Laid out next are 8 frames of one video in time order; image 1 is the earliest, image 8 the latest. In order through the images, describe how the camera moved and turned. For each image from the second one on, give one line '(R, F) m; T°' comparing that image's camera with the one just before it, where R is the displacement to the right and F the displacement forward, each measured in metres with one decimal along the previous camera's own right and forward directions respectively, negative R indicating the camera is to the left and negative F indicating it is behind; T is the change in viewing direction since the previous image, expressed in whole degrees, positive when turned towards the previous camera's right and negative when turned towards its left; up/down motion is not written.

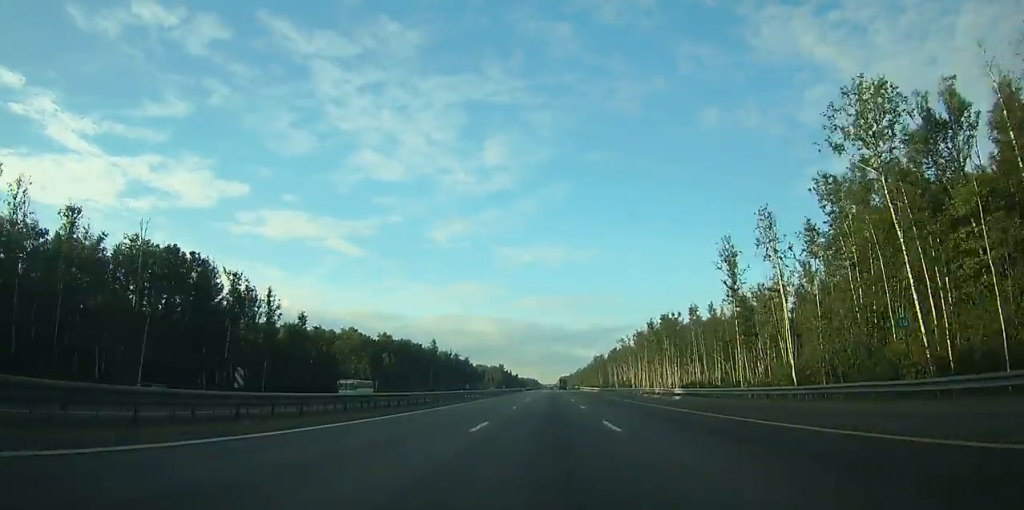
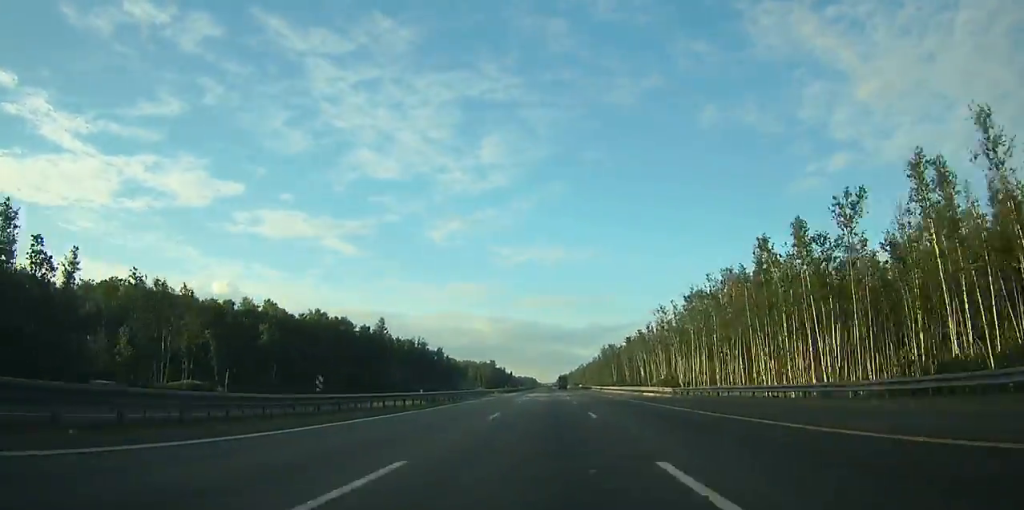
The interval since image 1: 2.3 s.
(0.0, +73.2) m; 0°
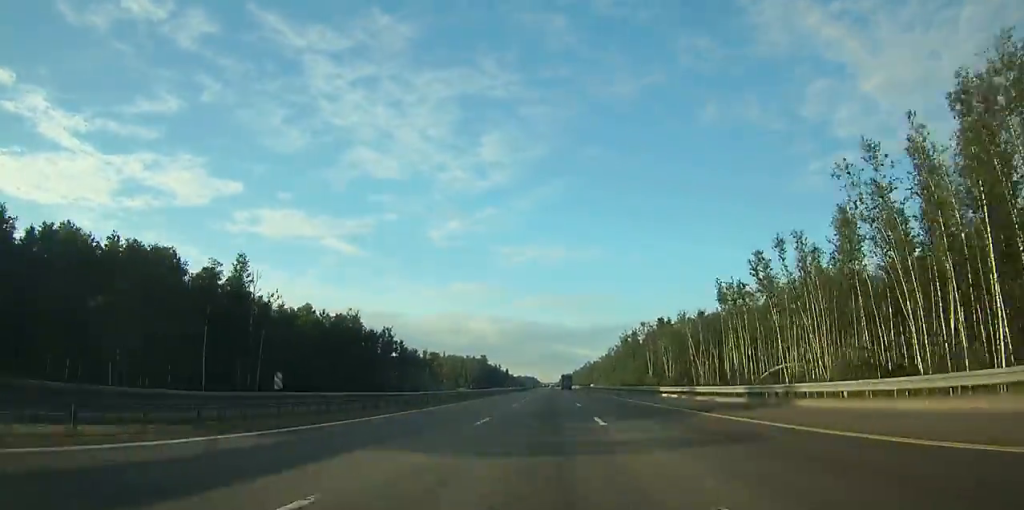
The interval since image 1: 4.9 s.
(-0.2, +82.9) m; 0°
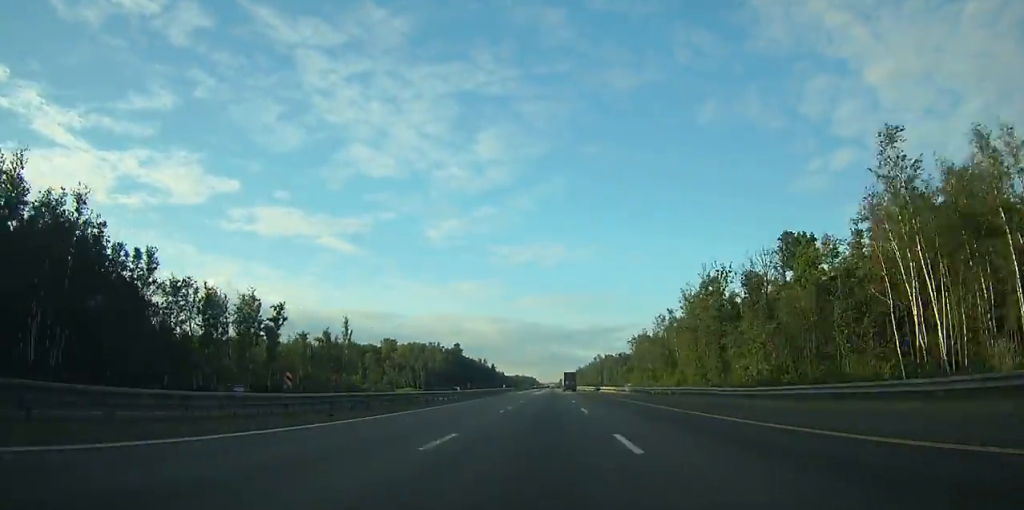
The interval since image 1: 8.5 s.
(+0.2, +113.4) m; 0°
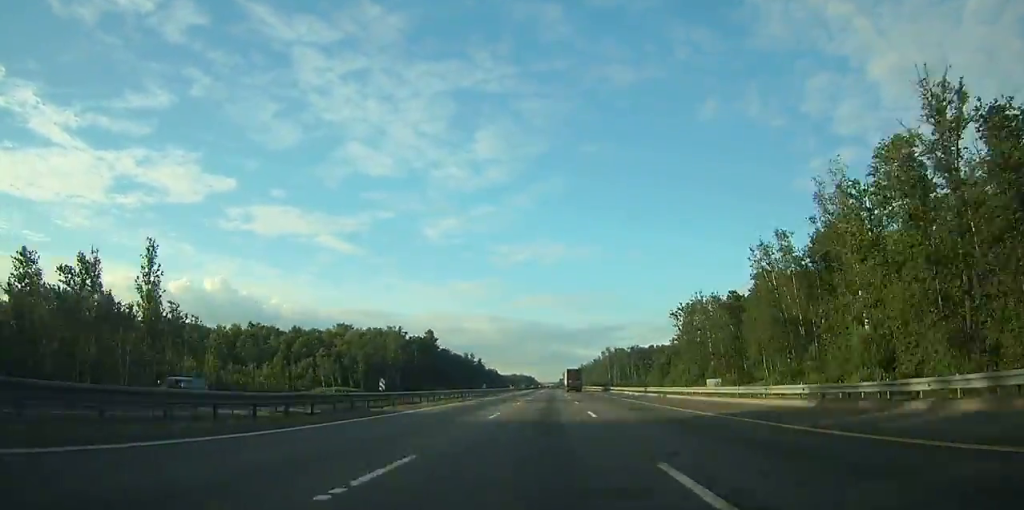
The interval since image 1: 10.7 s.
(0.0, +66.9) m; 0°
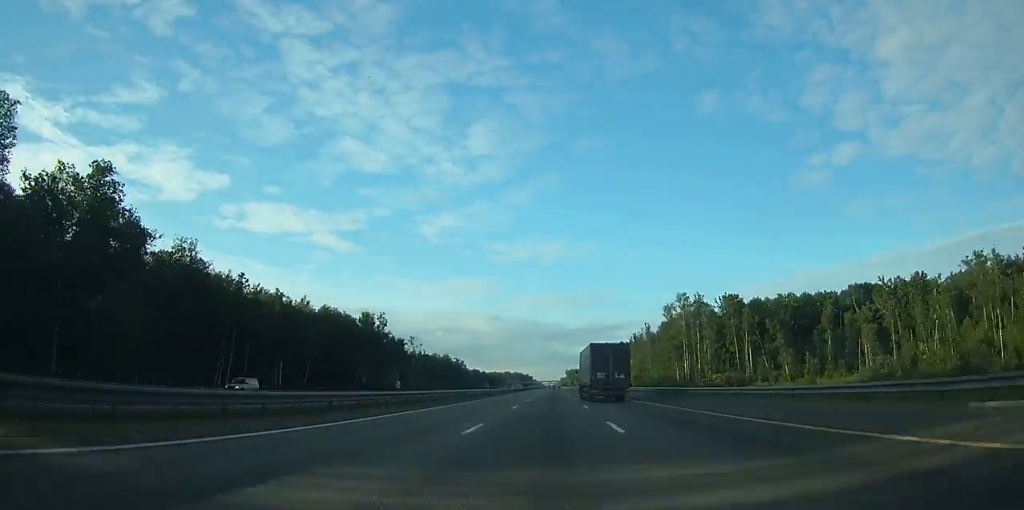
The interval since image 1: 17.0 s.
(-0.1, +198.5) m; 0°
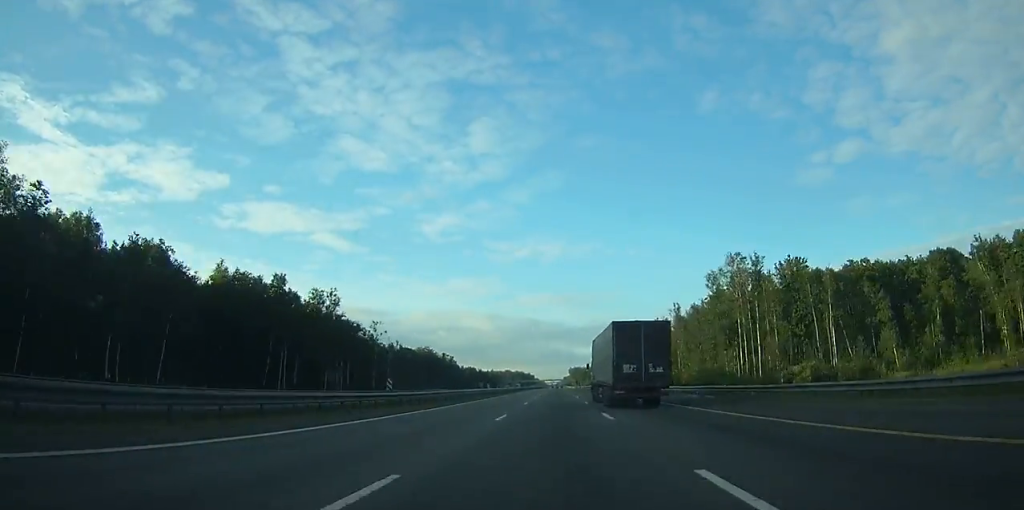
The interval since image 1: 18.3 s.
(-0.1, +44.6) m; 0°
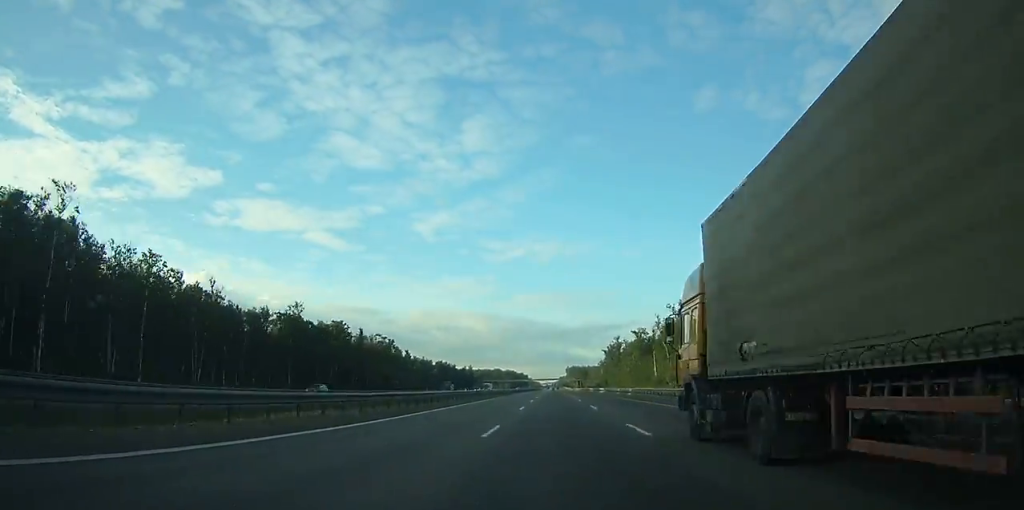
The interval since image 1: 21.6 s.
(-0.1, +104.0) m; 0°
